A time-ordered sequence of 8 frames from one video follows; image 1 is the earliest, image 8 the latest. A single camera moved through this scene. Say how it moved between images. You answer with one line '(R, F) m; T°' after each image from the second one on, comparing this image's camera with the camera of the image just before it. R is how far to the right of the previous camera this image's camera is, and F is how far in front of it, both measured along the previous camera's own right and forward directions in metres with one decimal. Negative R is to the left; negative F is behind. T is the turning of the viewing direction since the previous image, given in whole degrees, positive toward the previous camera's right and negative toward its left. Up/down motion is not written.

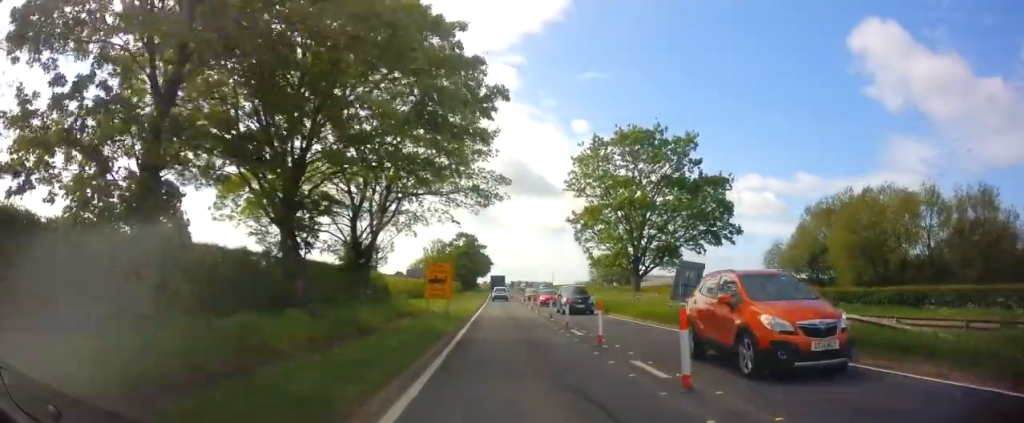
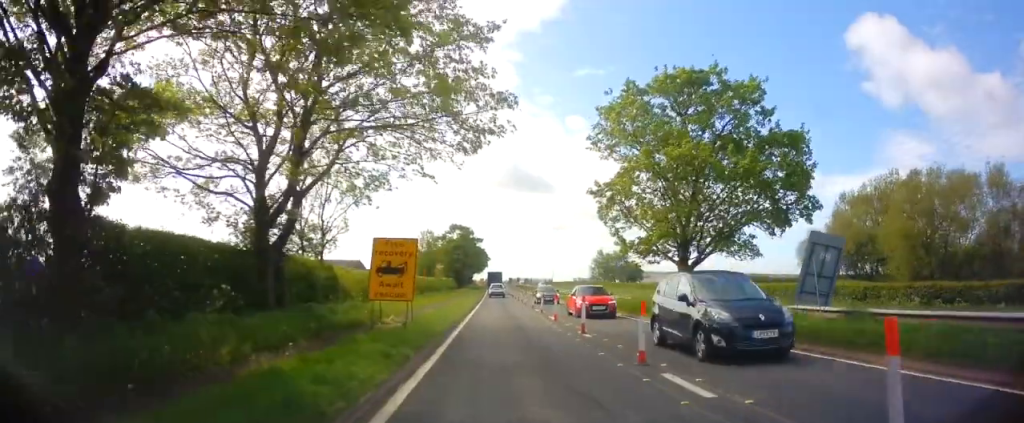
(0.0, +10.6) m; +1°
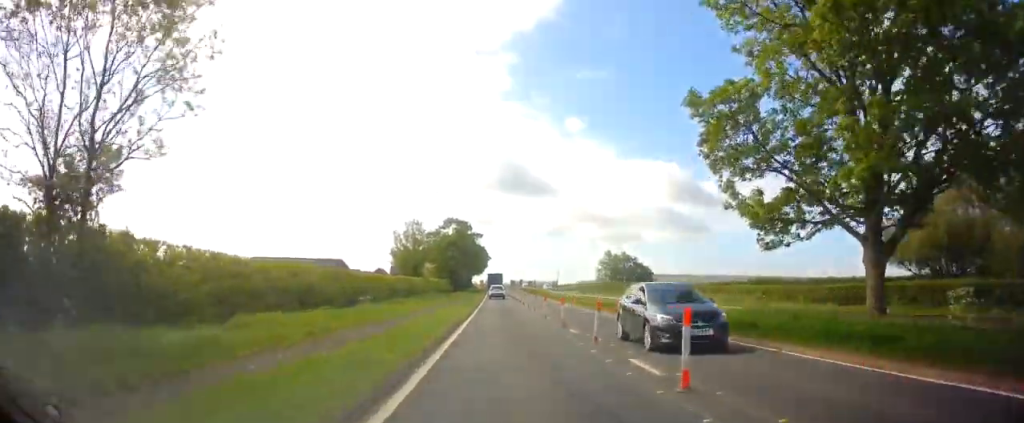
(+0.4, +15.4) m; 0°
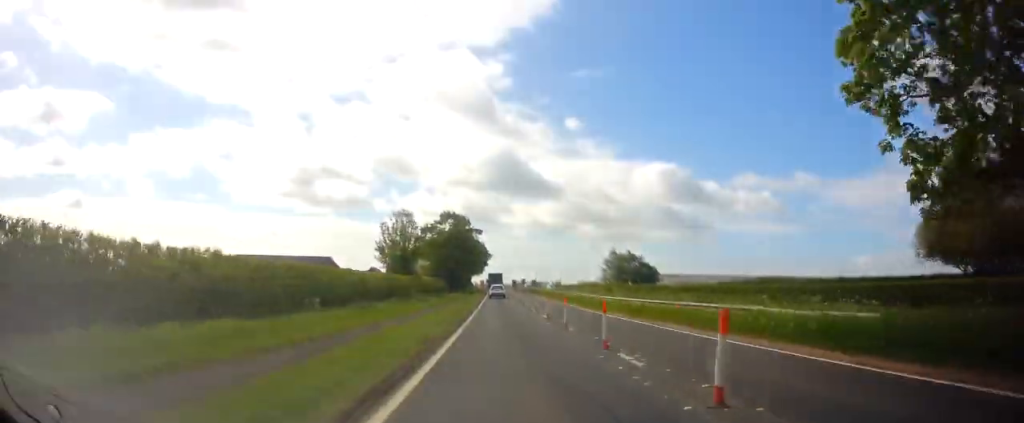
(-0.1, +7.6) m; -1°
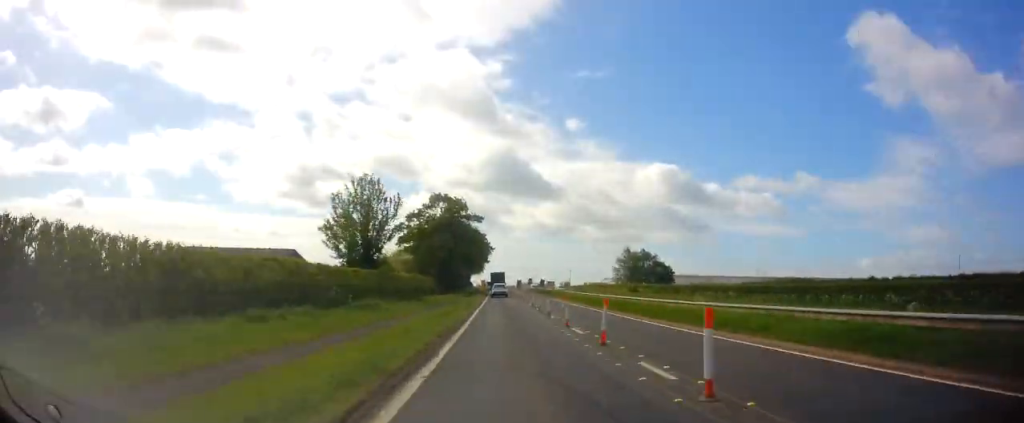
(-0.2, +18.9) m; -1°
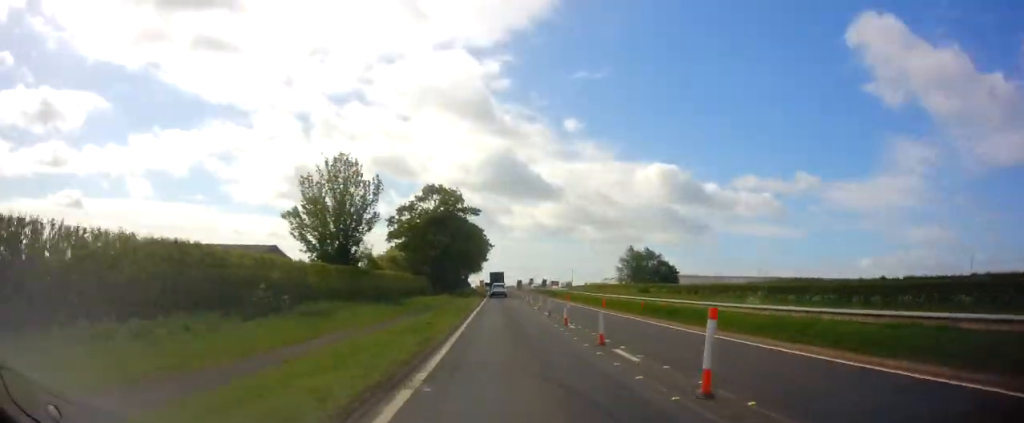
(0.0, +6.4) m; 0°
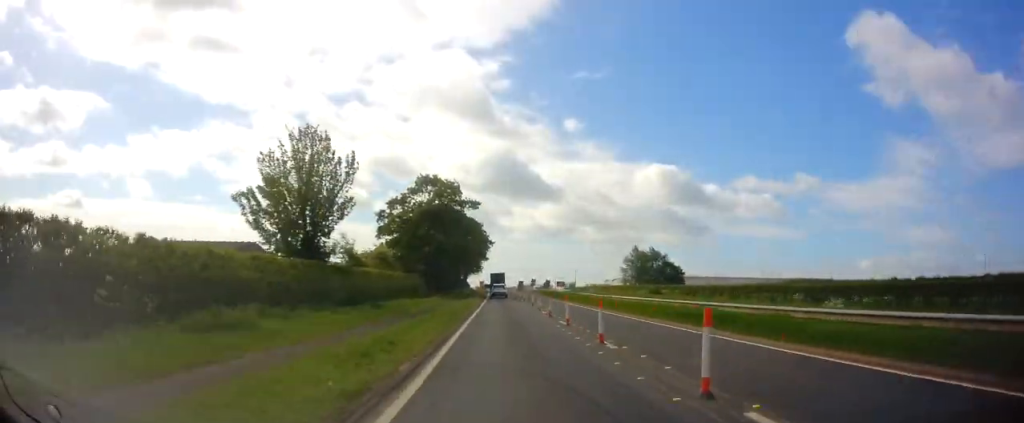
(-0.1, +6.6) m; 0°
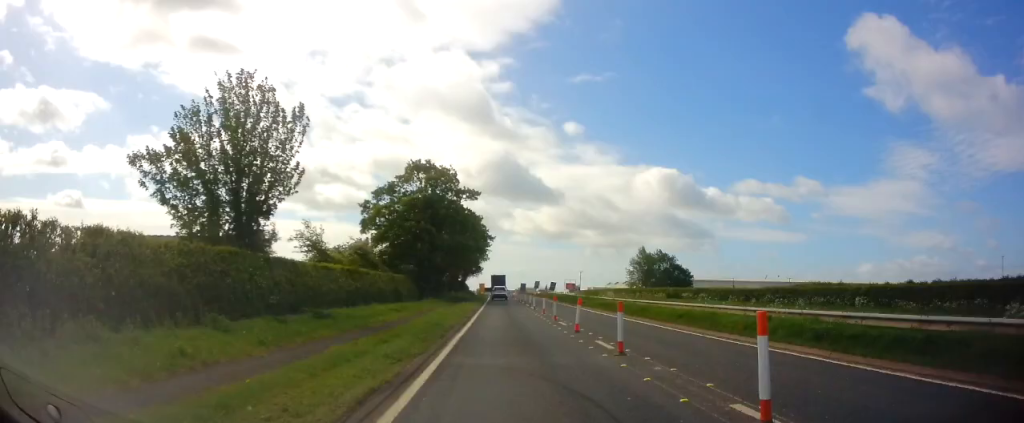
(-0.1, +8.1) m; 0°
